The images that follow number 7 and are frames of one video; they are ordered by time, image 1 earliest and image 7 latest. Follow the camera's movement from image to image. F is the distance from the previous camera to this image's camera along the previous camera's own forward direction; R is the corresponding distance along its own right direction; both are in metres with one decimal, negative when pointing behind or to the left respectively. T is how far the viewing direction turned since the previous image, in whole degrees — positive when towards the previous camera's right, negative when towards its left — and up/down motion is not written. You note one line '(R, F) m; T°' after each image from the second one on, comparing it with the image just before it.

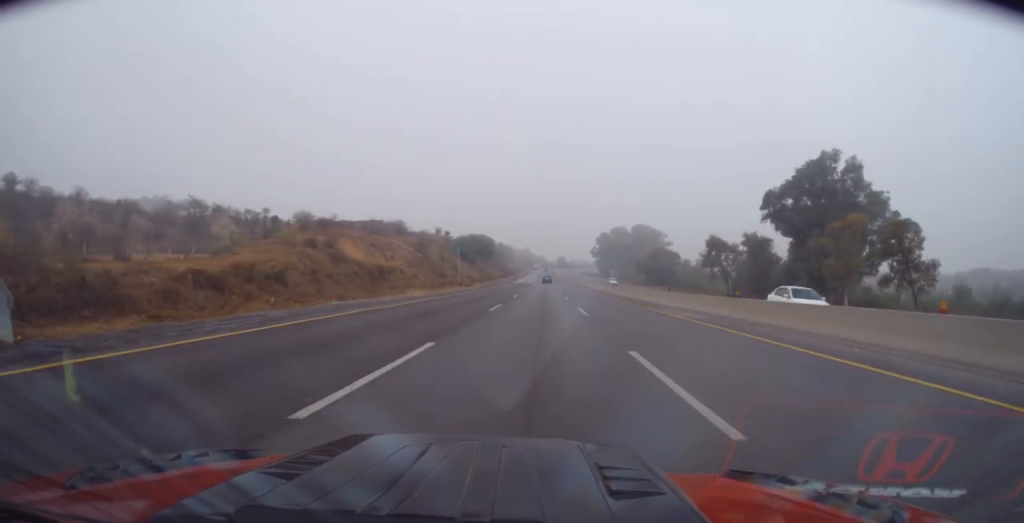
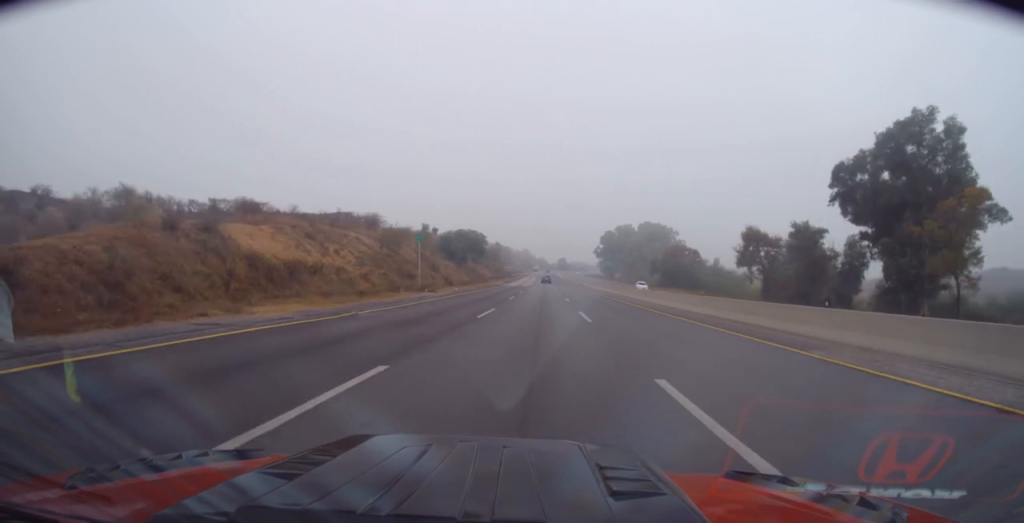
(-0.1, +22.0) m; 0°
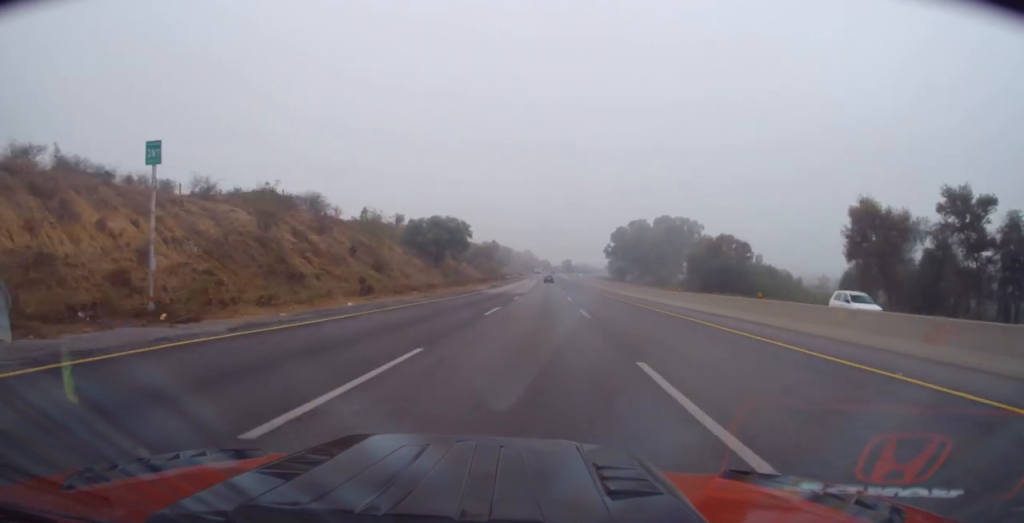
(0.0, +33.8) m; 0°
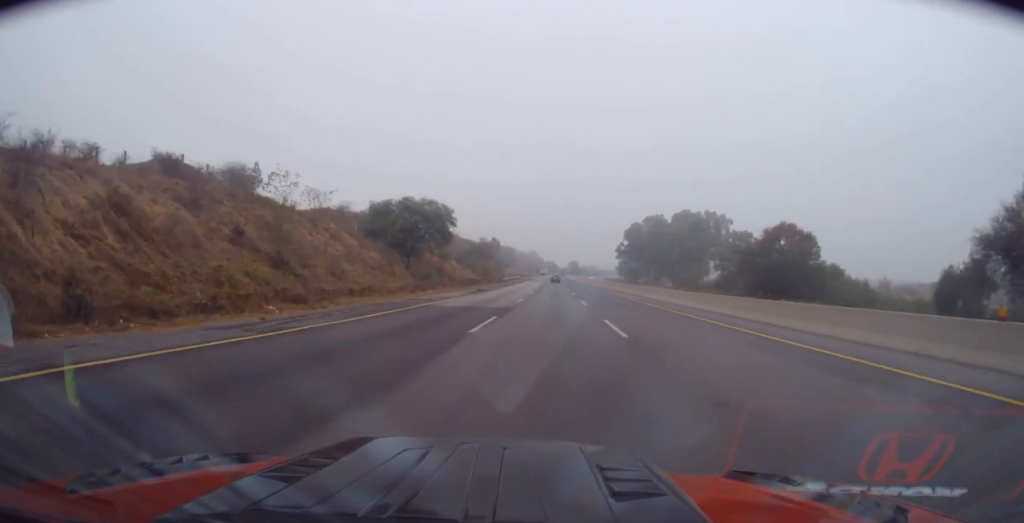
(0.0, +25.1) m; 0°
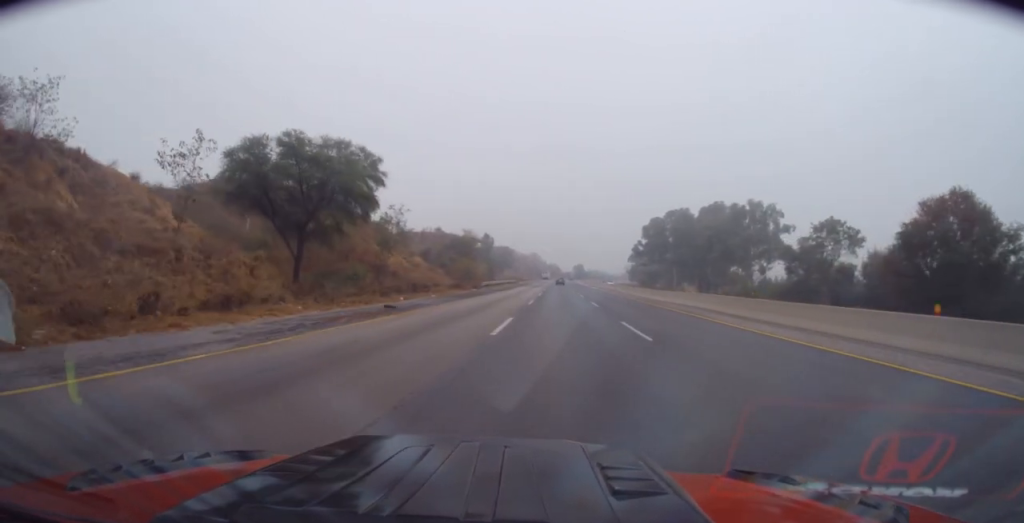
(0.0, +36.7) m; 0°
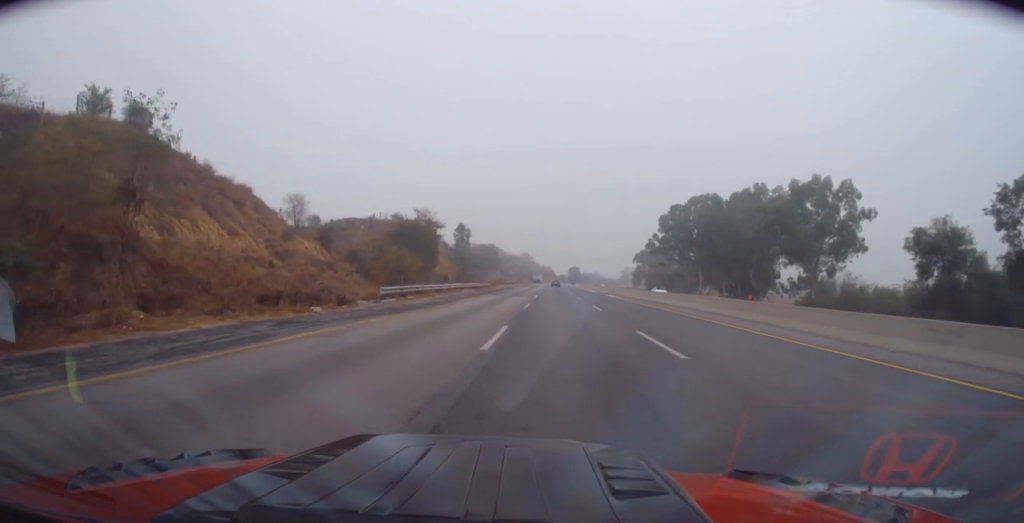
(0.0, +39.2) m; 0°
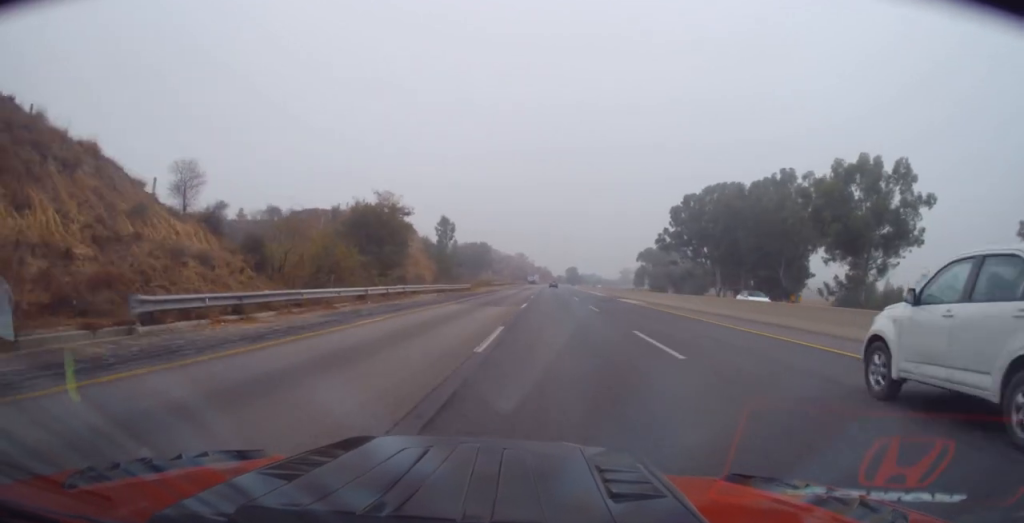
(0.0, +18.2) m; 0°
